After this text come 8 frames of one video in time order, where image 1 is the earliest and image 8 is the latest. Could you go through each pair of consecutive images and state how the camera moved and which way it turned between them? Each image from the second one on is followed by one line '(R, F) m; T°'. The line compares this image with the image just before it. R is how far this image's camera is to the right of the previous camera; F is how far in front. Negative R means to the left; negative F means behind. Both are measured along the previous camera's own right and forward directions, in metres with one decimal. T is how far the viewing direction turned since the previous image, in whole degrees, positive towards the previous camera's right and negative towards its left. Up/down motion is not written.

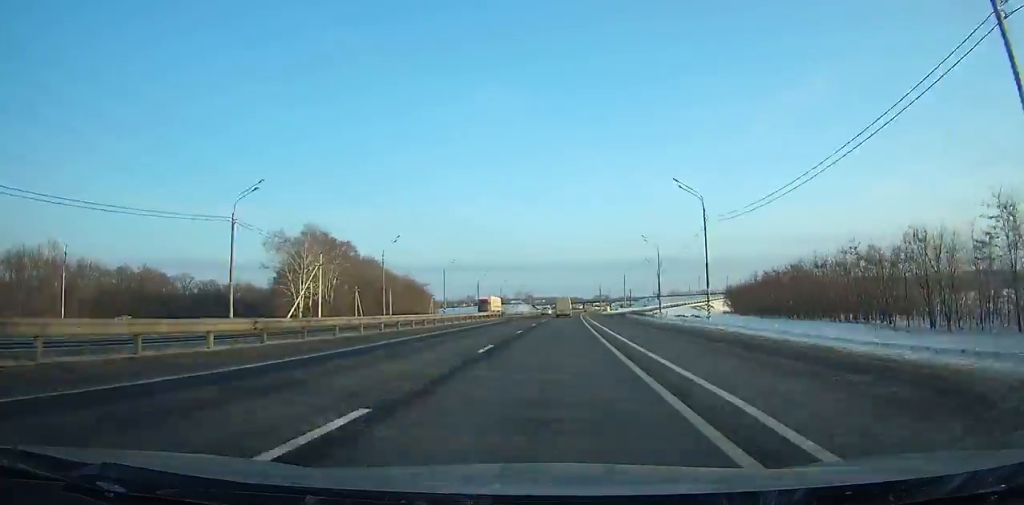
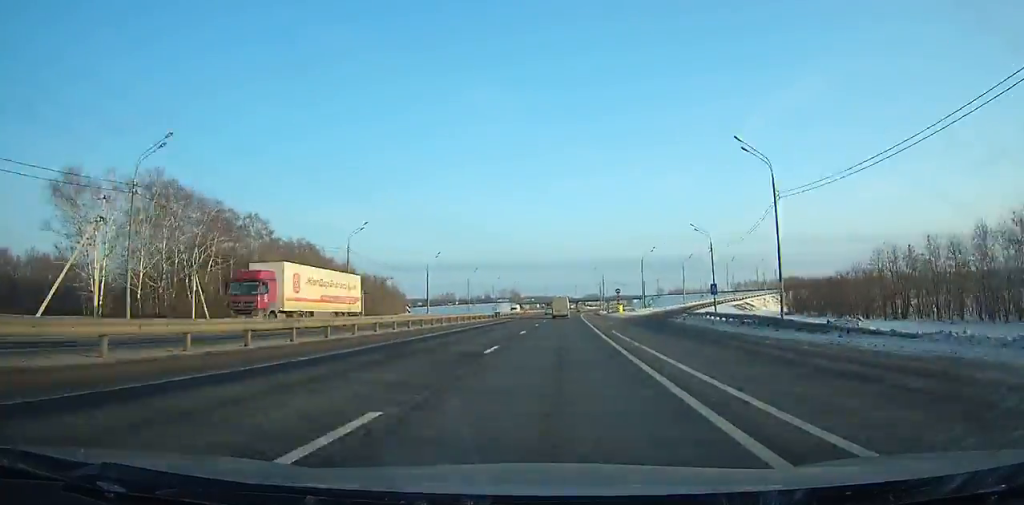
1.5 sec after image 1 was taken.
(+0.5, +48.6) m; +1°
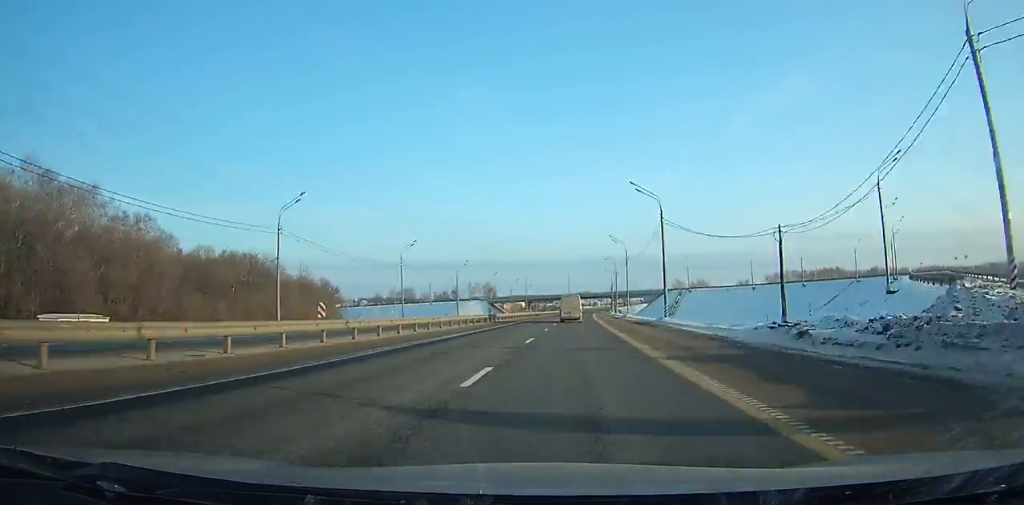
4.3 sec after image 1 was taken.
(+1.0, +91.5) m; +1°
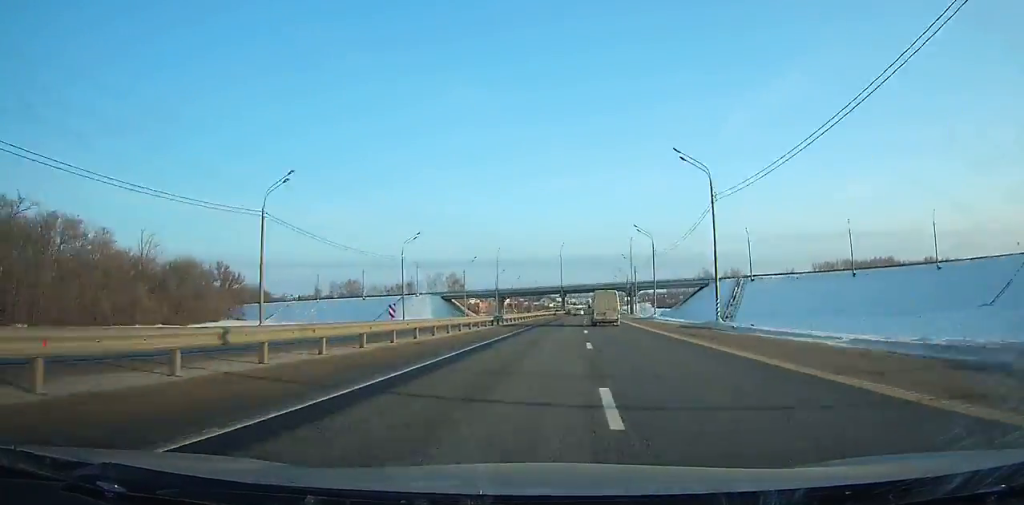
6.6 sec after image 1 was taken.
(+1.0, +76.2) m; +2°
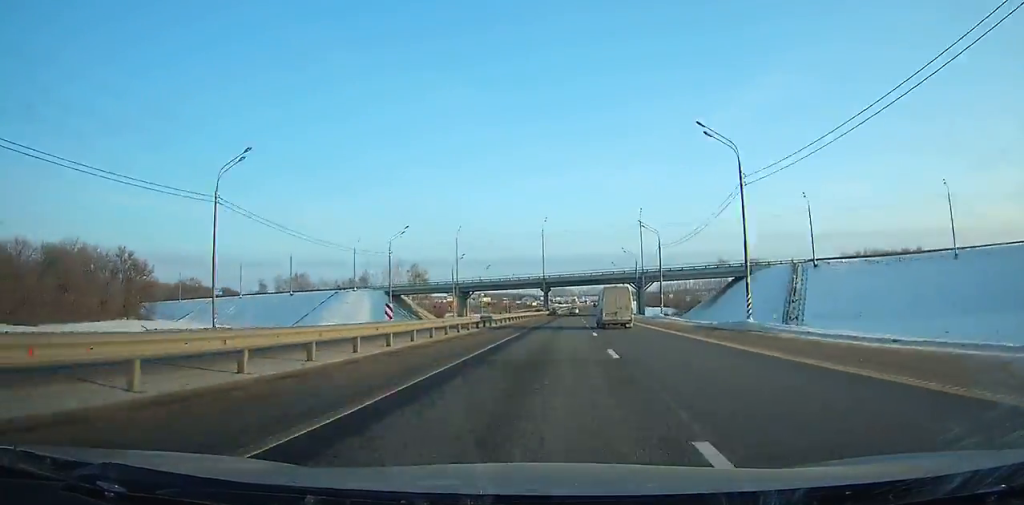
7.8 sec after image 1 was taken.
(-0.1, +39.9) m; +1°
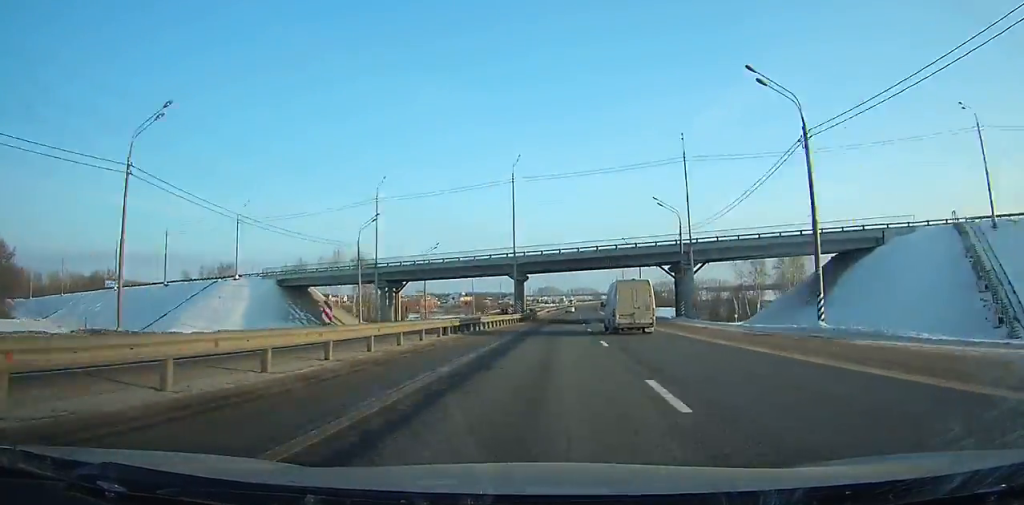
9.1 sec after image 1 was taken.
(+0.8, +43.7) m; +1°
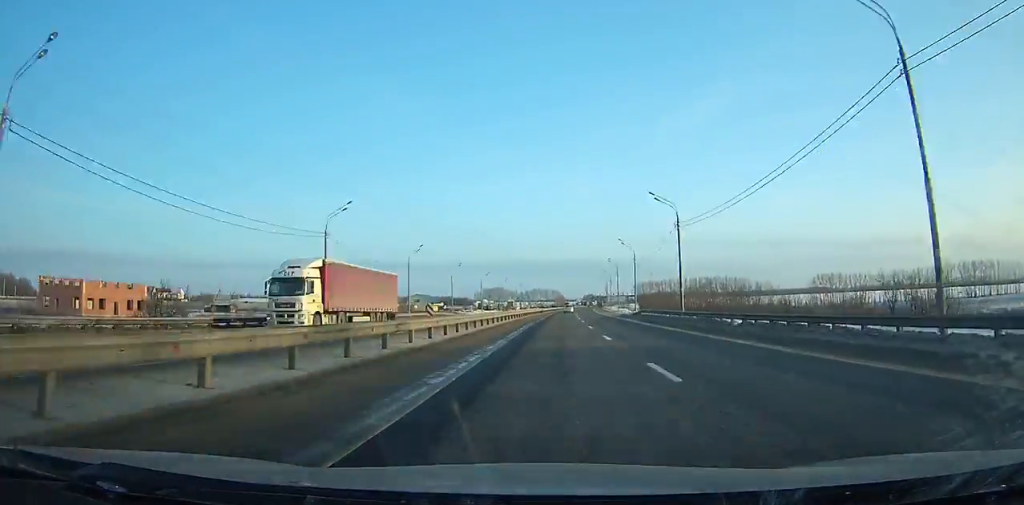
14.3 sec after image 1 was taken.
(+6.4, +174.4) m; +4°
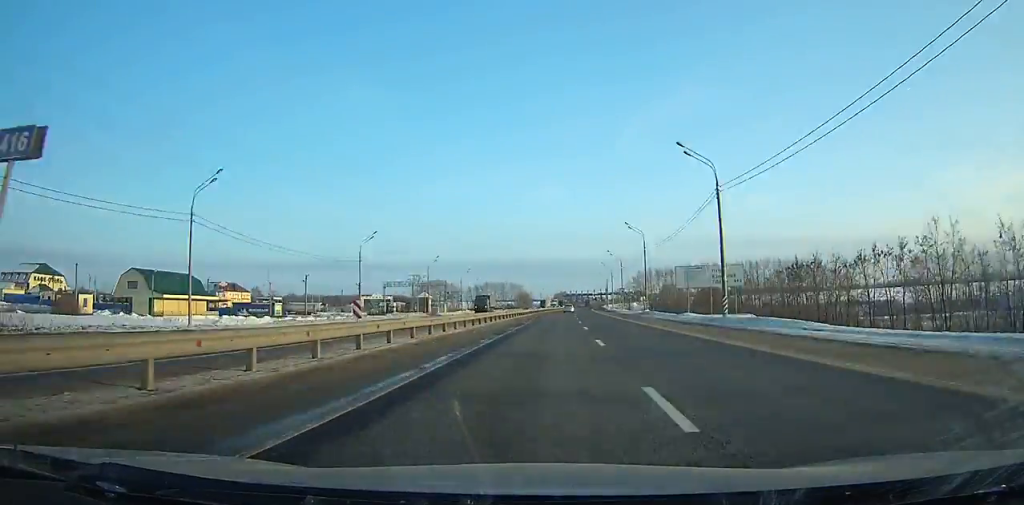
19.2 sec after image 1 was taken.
(+4.9, +156.8) m; +4°
